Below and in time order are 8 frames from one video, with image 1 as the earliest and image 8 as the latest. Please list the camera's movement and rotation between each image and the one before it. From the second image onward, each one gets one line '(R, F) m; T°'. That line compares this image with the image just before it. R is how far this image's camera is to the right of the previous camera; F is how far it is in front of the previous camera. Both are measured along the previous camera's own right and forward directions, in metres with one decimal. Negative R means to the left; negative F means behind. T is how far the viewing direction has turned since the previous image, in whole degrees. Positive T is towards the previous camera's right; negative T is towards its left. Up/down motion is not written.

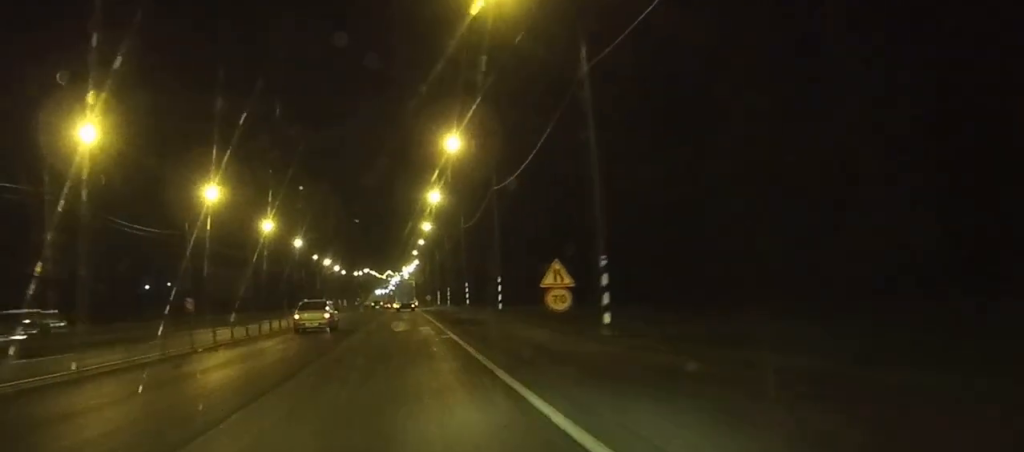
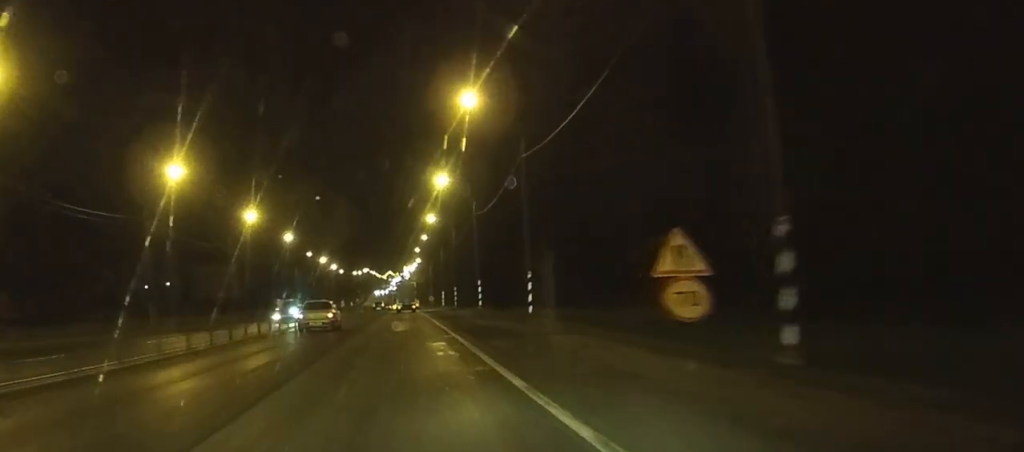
(0.0, +13.0) m; 0°
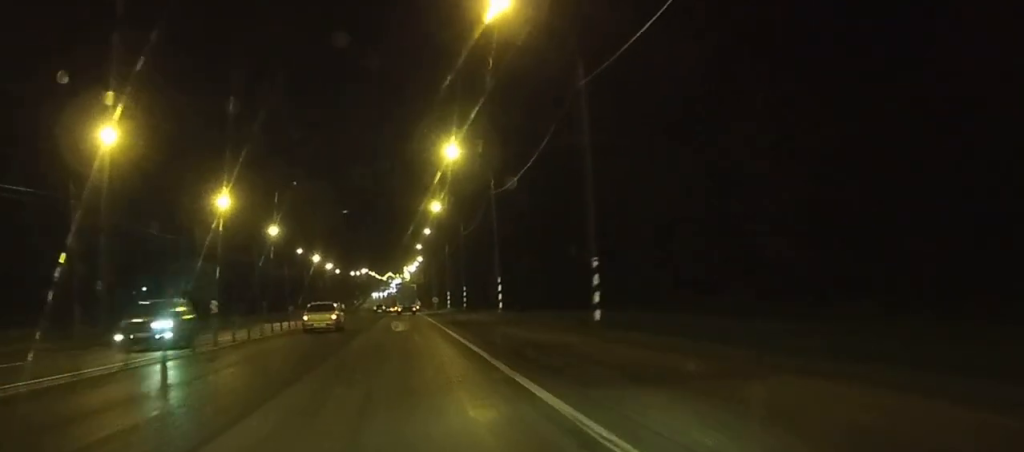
(0.0, +15.0) m; 0°
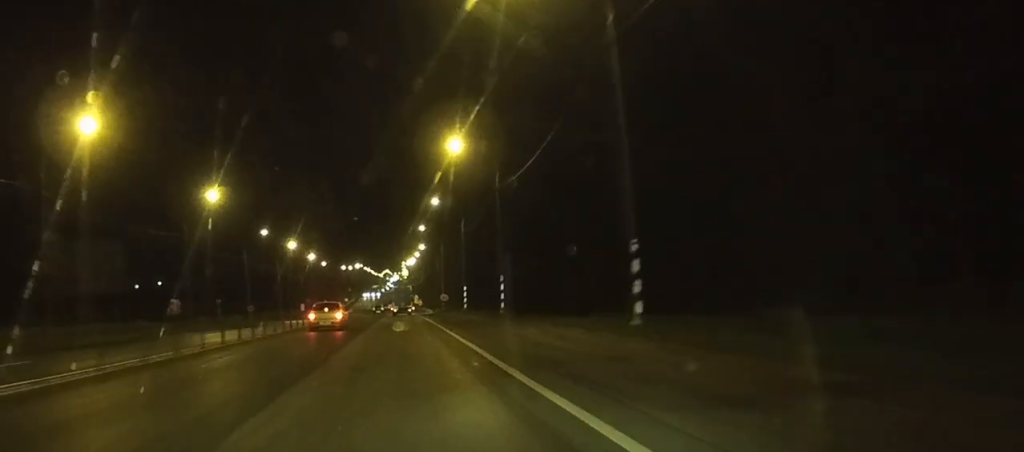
(0.0, +35.0) m; 0°
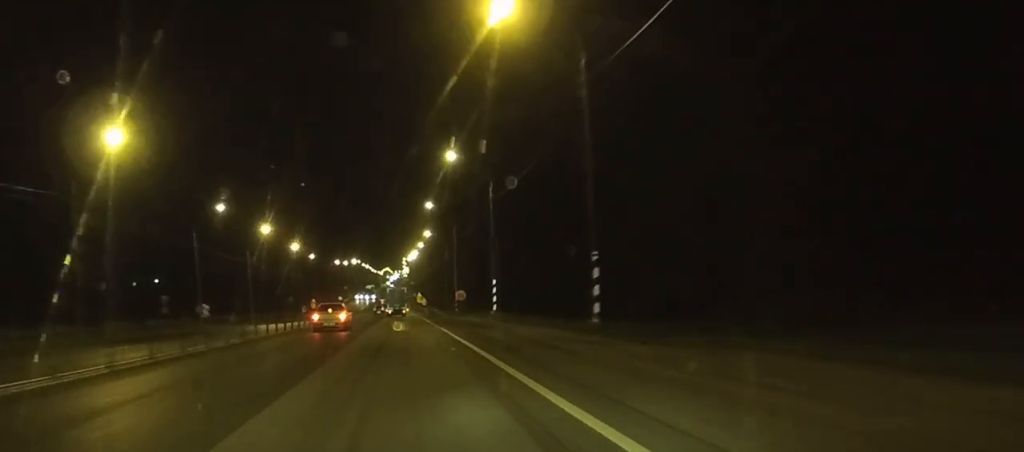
(+0.1, +26.5) m; 0°
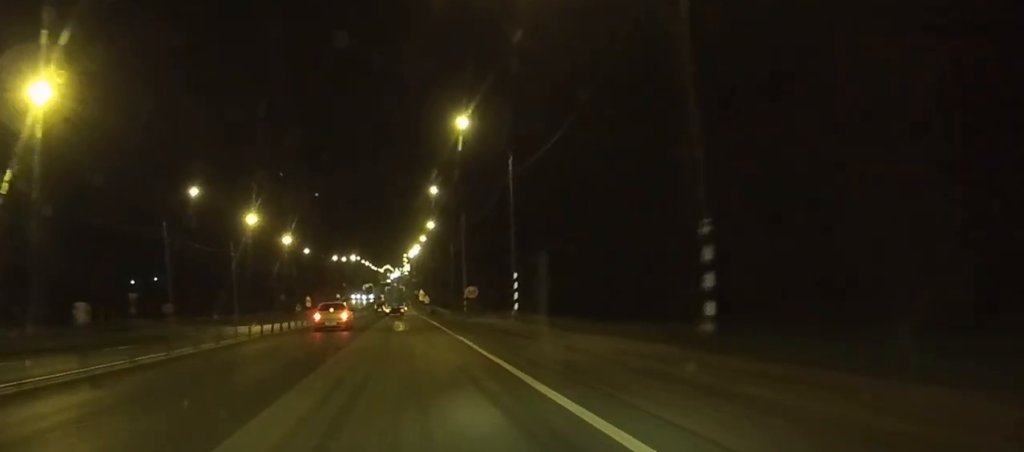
(0.0, +10.6) m; 0°
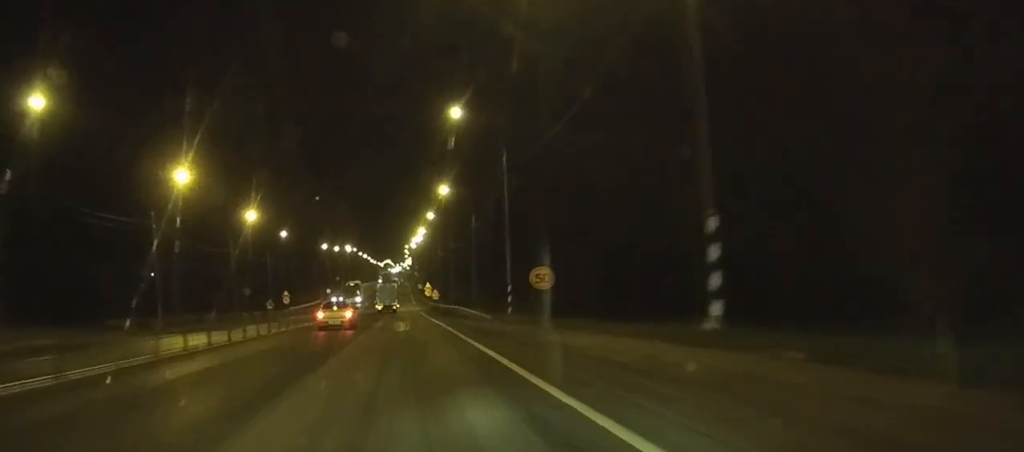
(0.0, +31.3) m; 0°
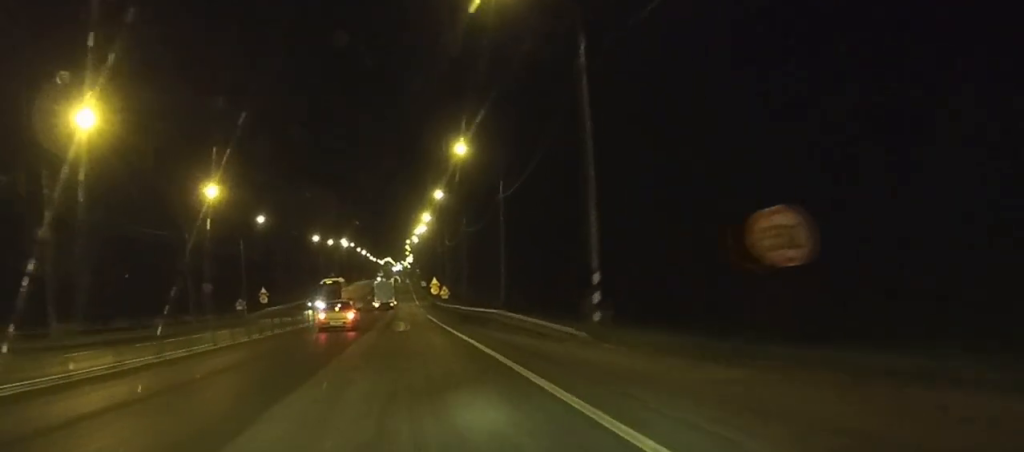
(0.0, +20.7) m; 0°
